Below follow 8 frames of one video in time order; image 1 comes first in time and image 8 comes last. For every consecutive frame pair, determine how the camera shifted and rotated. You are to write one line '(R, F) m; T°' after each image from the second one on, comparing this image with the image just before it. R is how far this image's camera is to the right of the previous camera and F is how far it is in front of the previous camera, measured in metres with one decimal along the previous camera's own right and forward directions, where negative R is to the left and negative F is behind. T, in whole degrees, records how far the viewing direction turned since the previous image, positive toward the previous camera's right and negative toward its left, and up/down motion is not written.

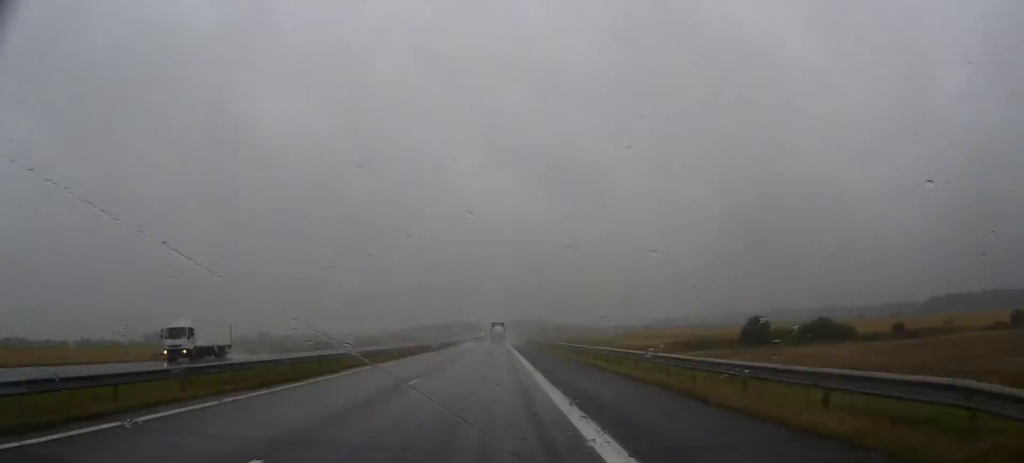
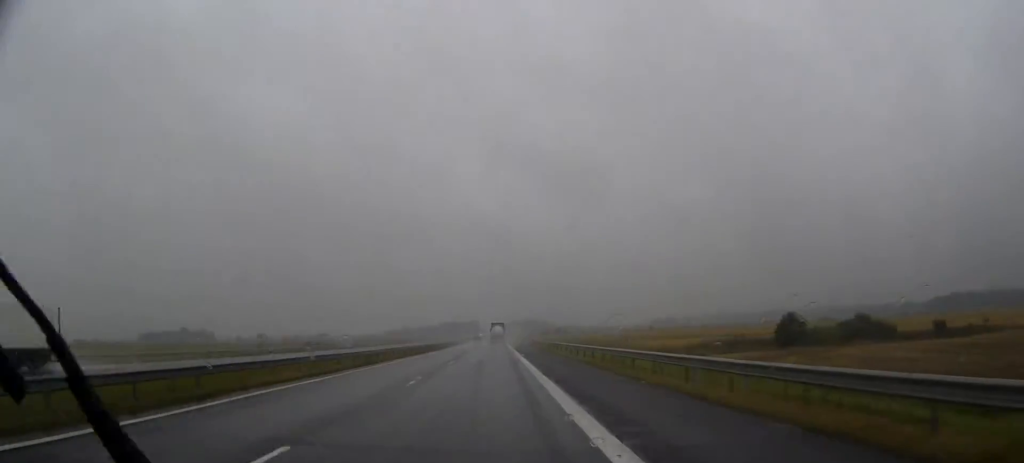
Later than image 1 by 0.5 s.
(0.0, +15.0) m; 0°
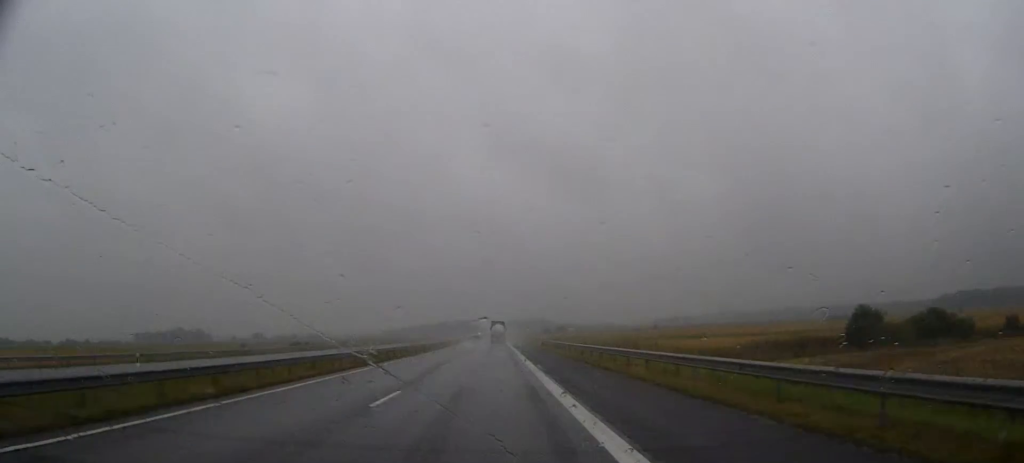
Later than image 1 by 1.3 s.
(0.0, +22.5) m; 0°
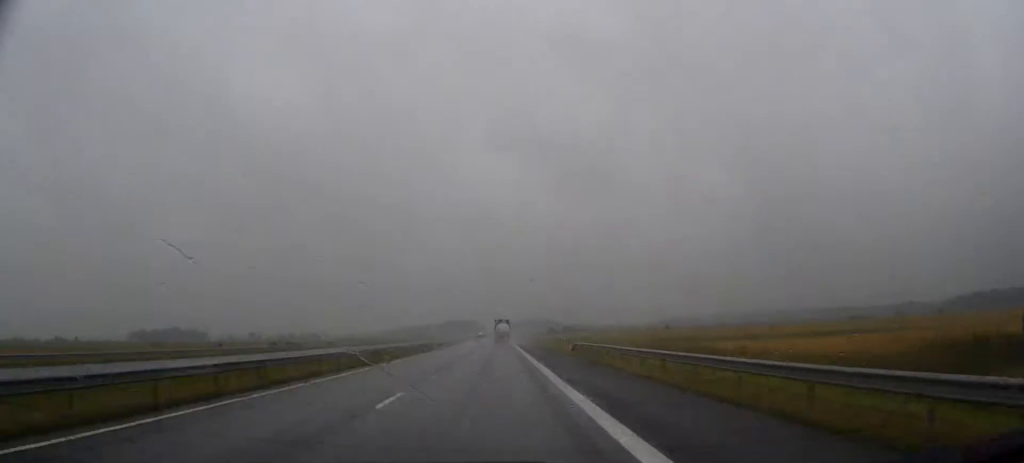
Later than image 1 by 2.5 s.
(0.0, +32.8) m; 0°
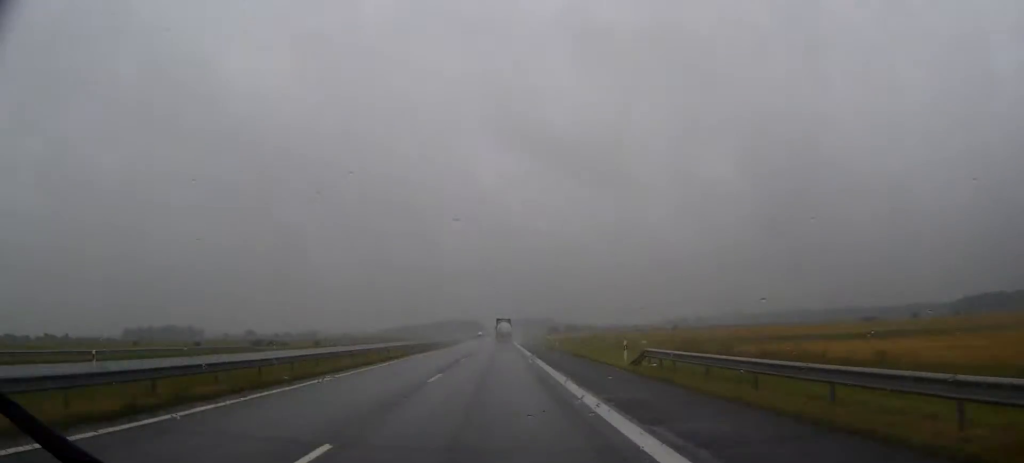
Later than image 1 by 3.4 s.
(0.0, +24.4) m; 0°
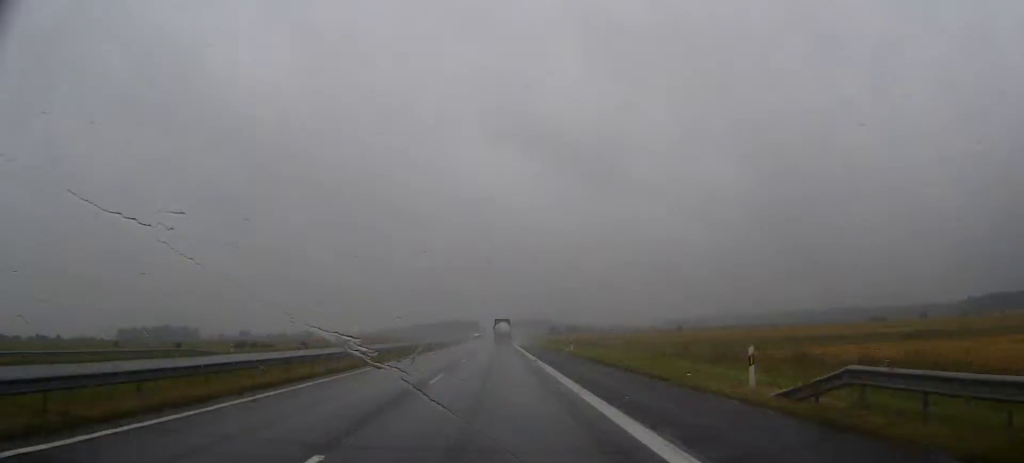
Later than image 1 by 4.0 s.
(0.0, +16.8) m; 0°
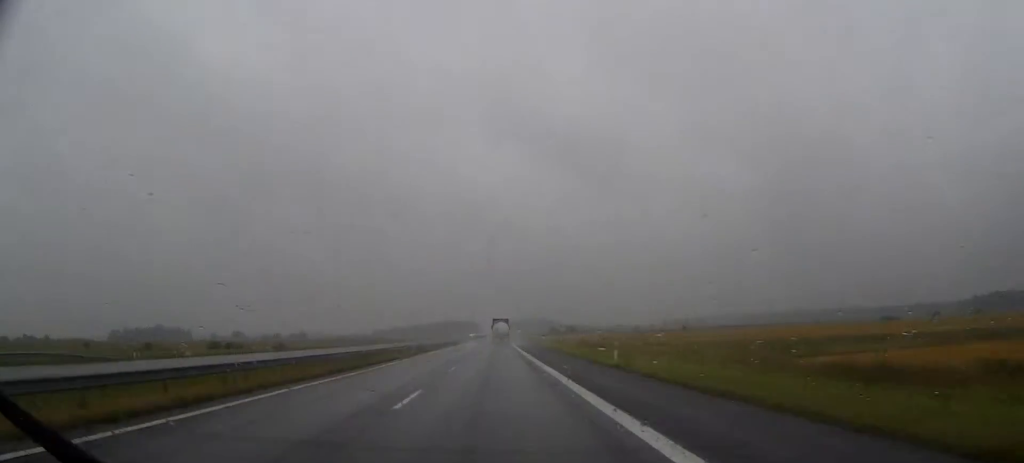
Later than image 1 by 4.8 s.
(0.0, +22.5) m; 0°
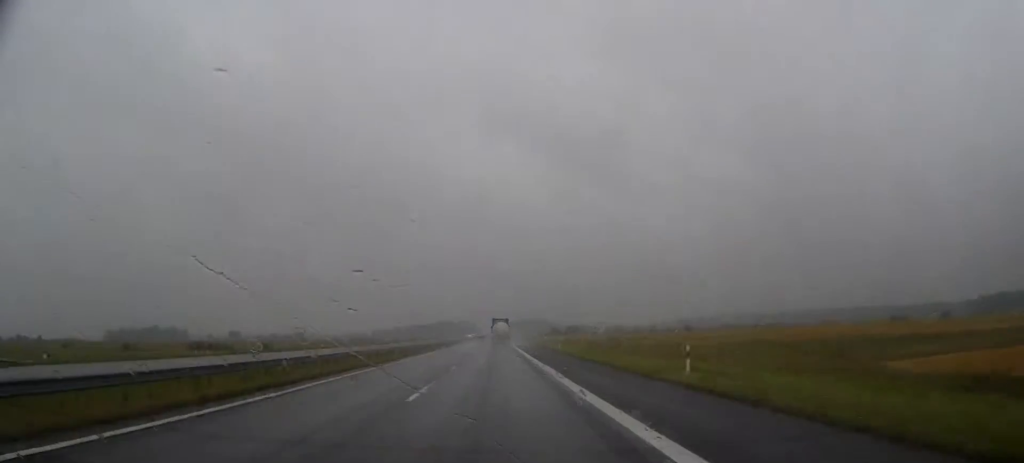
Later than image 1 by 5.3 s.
(0.0, +14.1) m; 0°
